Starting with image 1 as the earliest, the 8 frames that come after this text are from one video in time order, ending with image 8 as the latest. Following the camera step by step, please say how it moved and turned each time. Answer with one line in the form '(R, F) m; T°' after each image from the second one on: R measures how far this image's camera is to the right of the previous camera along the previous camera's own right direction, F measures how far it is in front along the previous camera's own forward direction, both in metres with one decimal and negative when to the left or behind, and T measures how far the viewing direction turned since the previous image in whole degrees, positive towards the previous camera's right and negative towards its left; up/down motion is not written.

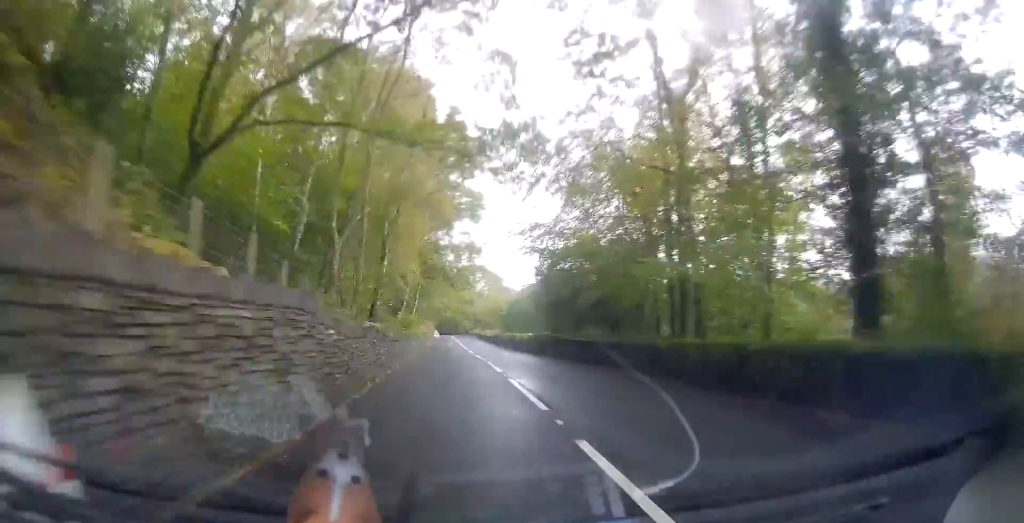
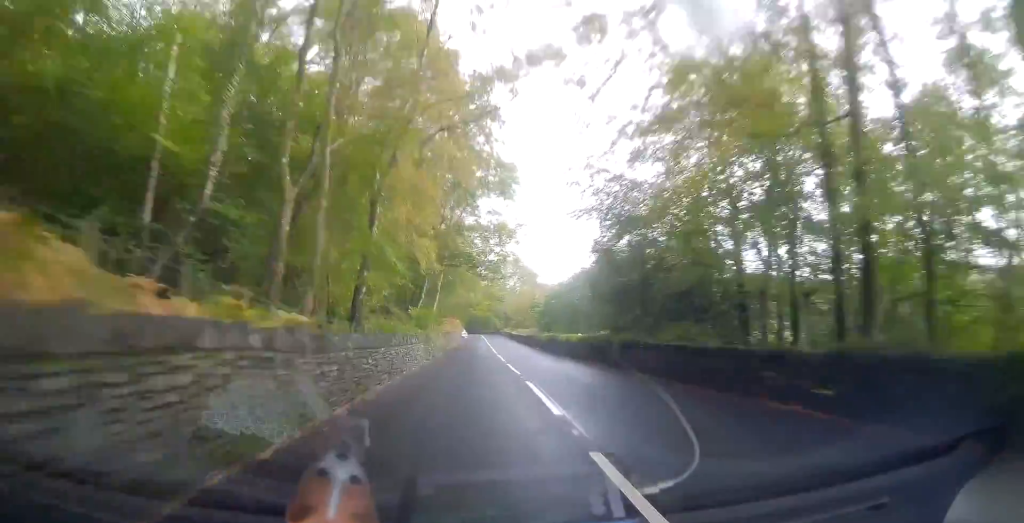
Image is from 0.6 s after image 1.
(-0.2, +9.6) m; -1°
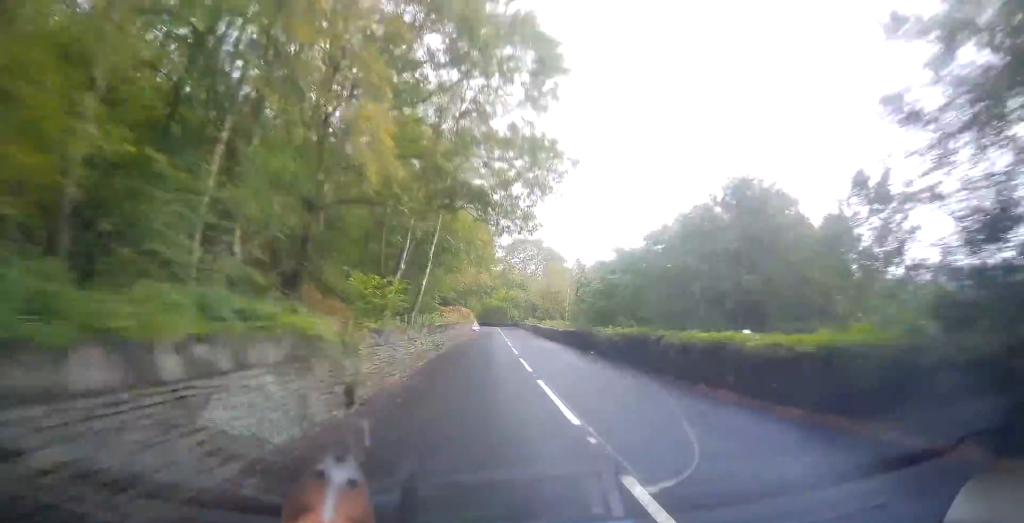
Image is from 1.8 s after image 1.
(0.0, +18.8) m; +1°
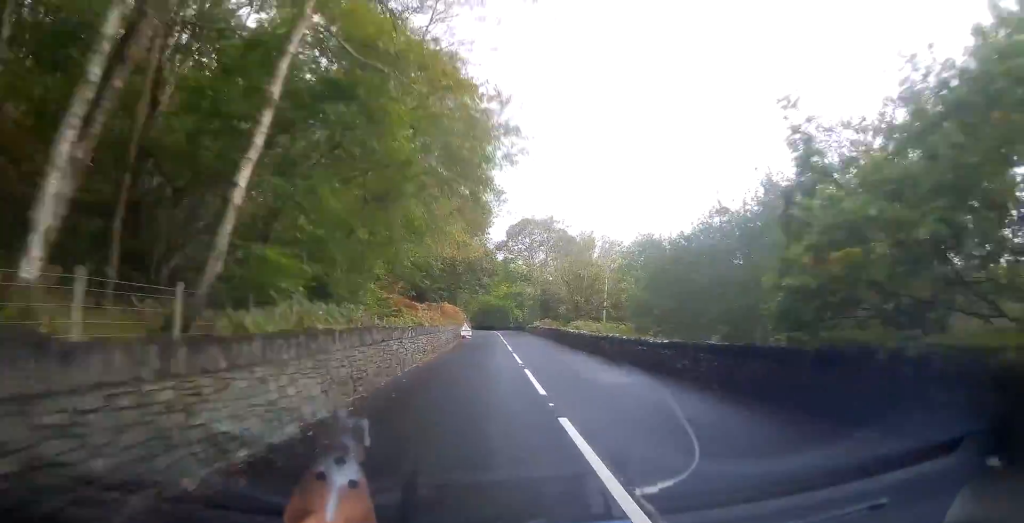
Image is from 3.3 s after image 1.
(-0.1, +22.9) m; 0°
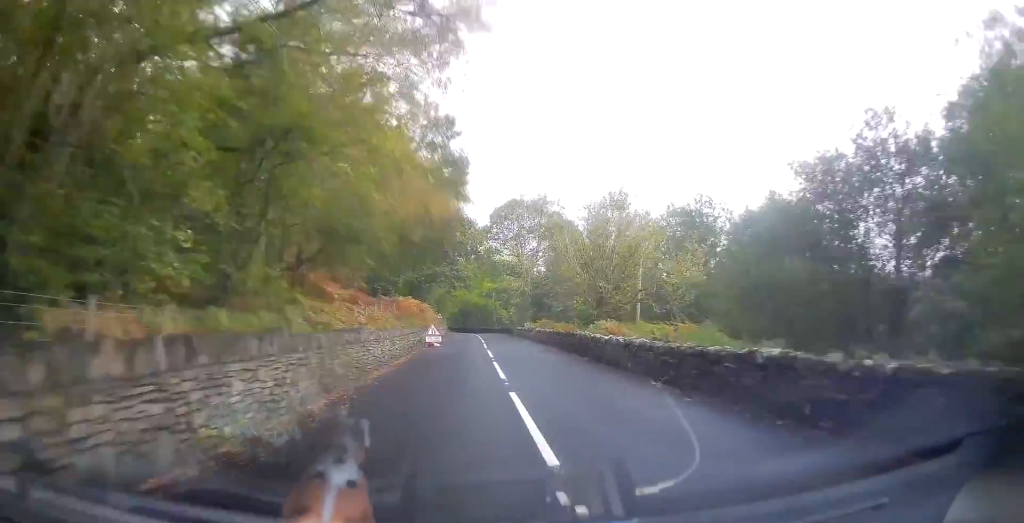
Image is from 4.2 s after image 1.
(+0.3, +14.4) m; 0°
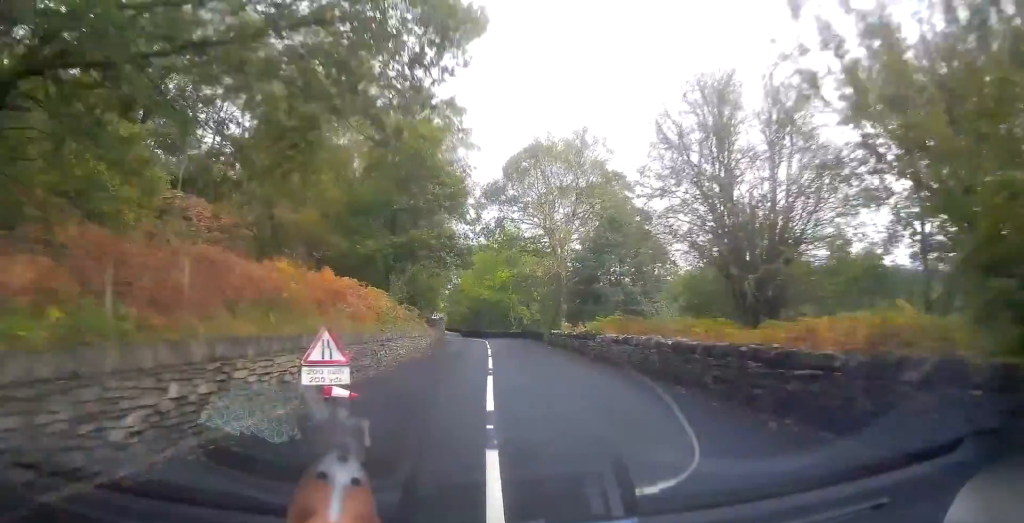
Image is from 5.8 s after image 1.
(-0.6, +23.2) m; -3°
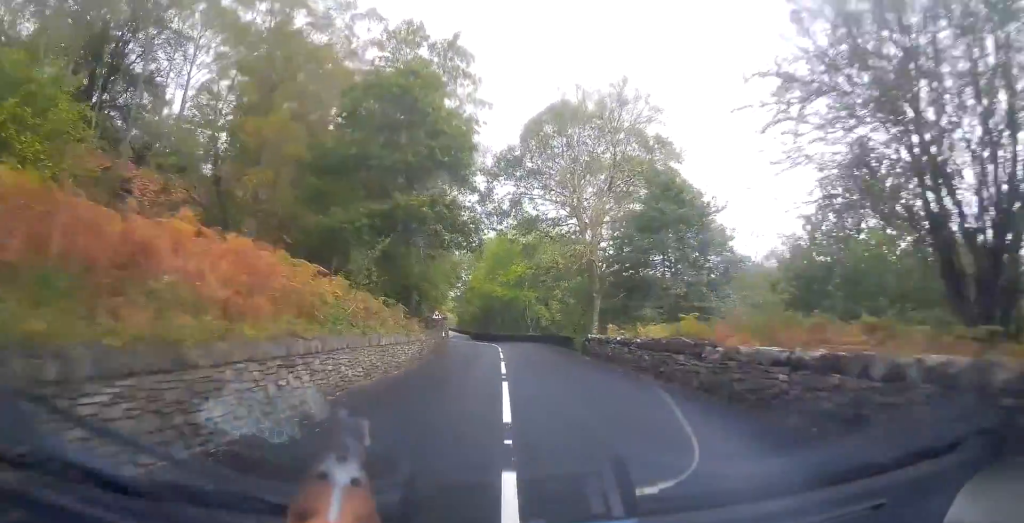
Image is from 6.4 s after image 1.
(-0.1, +9.9) m; -1°
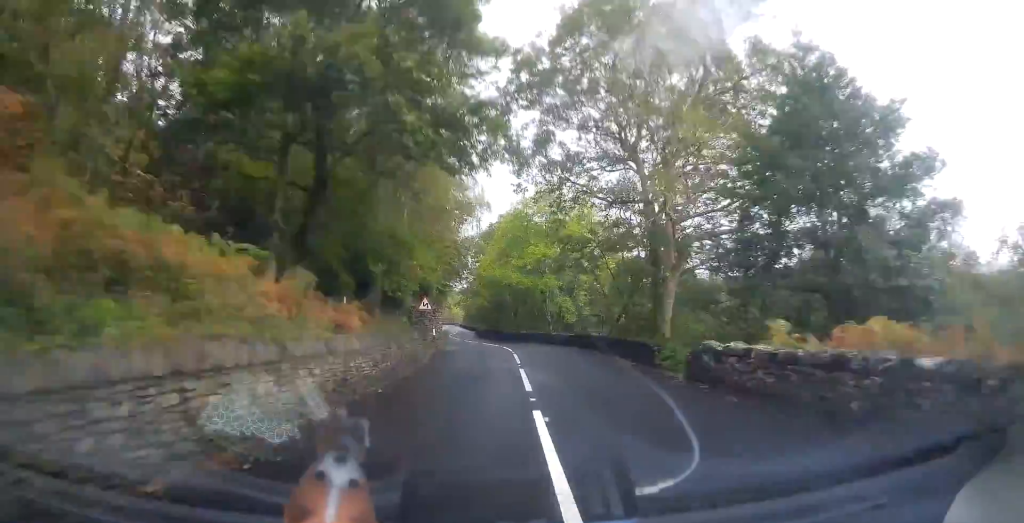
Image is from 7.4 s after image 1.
(-0.1, +14.0) m; -1°
